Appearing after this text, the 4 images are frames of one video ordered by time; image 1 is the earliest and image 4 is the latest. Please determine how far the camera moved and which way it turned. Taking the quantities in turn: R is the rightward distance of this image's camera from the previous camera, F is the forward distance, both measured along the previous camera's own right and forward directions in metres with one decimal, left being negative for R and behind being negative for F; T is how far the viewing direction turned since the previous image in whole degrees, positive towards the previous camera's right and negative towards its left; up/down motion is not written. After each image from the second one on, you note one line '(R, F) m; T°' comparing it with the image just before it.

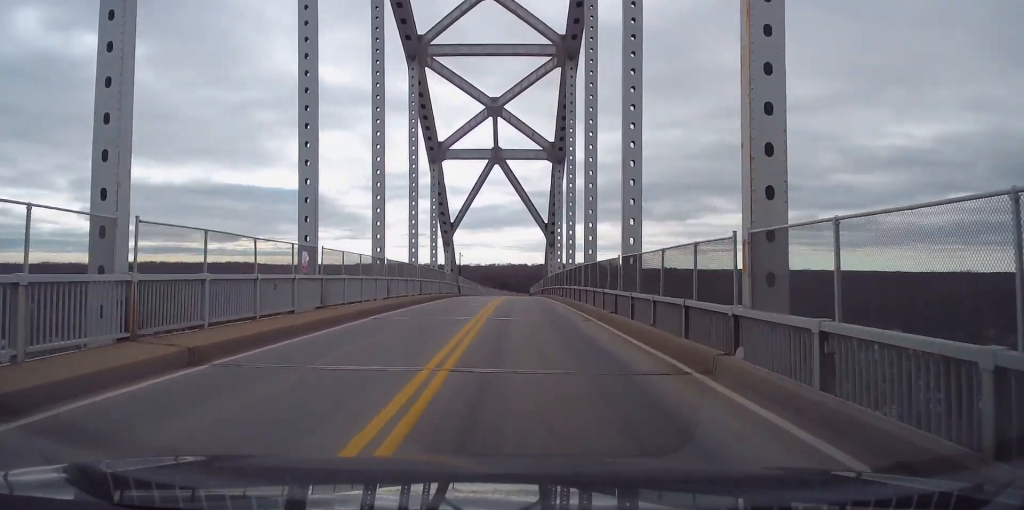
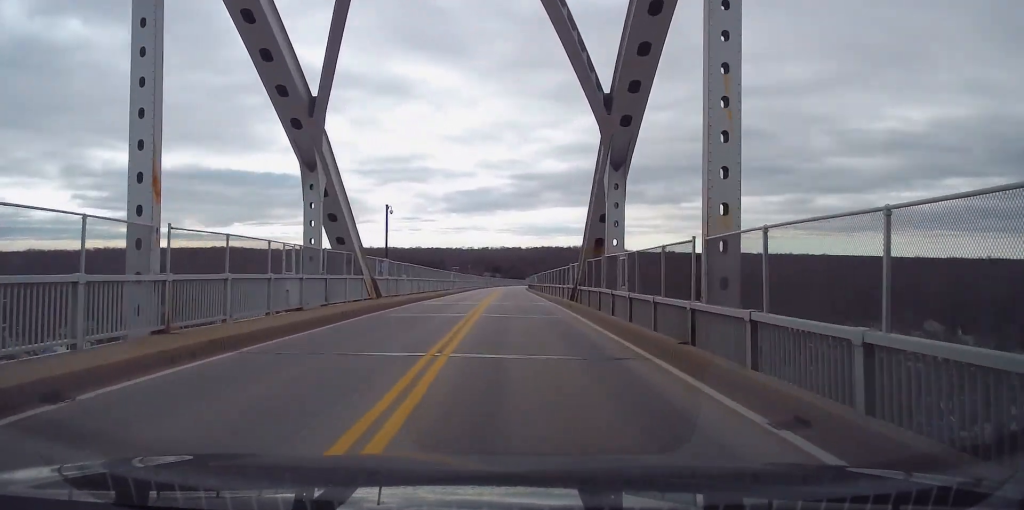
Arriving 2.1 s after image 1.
(+0.5, +42.2) m; +1°
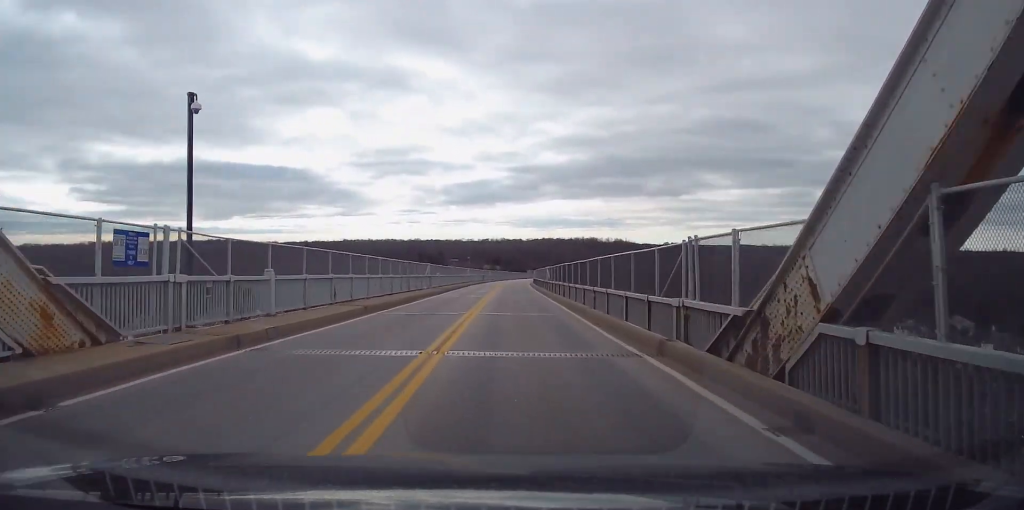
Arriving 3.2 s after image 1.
(-0.1, +22.1) m; 0°
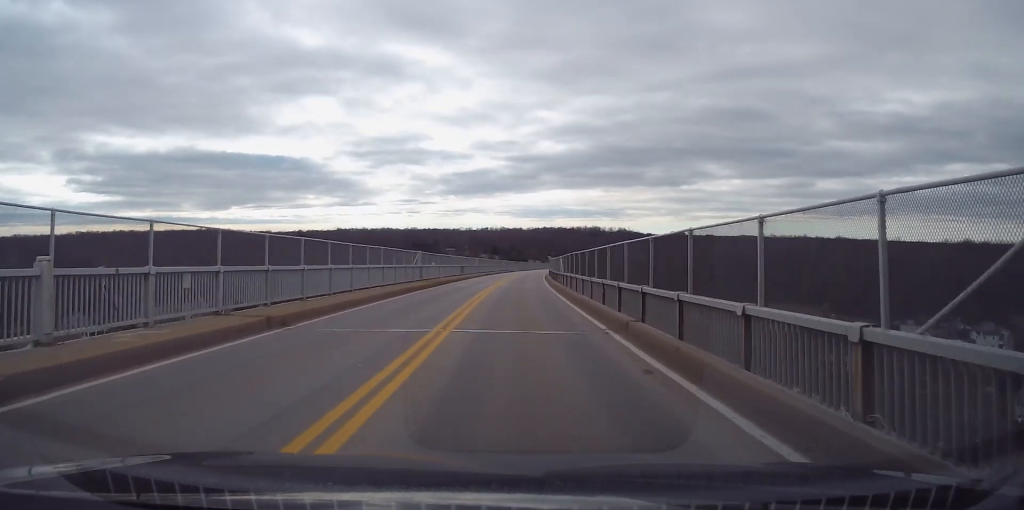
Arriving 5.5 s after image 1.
(+0.2, +49.7) m; +1°
